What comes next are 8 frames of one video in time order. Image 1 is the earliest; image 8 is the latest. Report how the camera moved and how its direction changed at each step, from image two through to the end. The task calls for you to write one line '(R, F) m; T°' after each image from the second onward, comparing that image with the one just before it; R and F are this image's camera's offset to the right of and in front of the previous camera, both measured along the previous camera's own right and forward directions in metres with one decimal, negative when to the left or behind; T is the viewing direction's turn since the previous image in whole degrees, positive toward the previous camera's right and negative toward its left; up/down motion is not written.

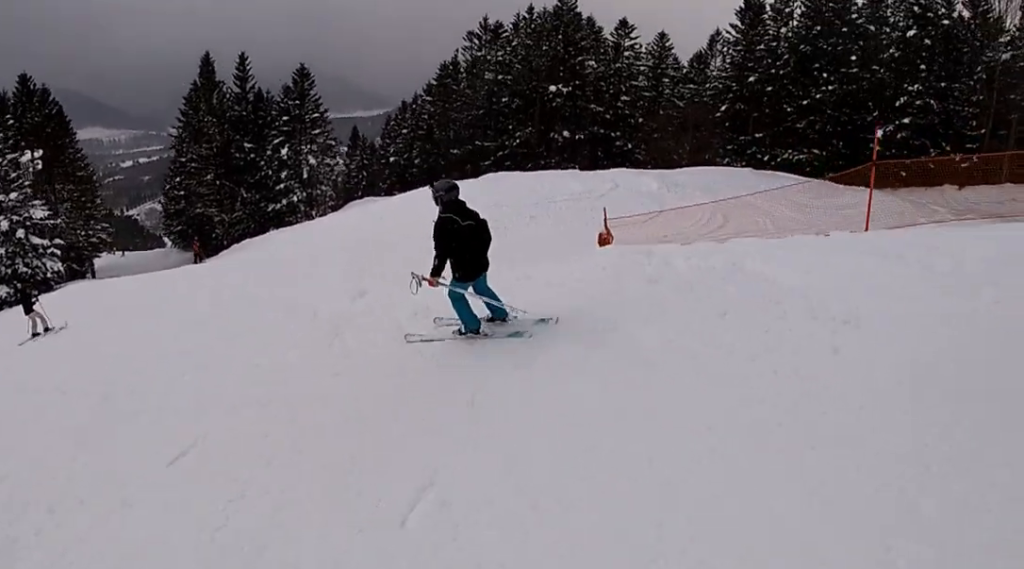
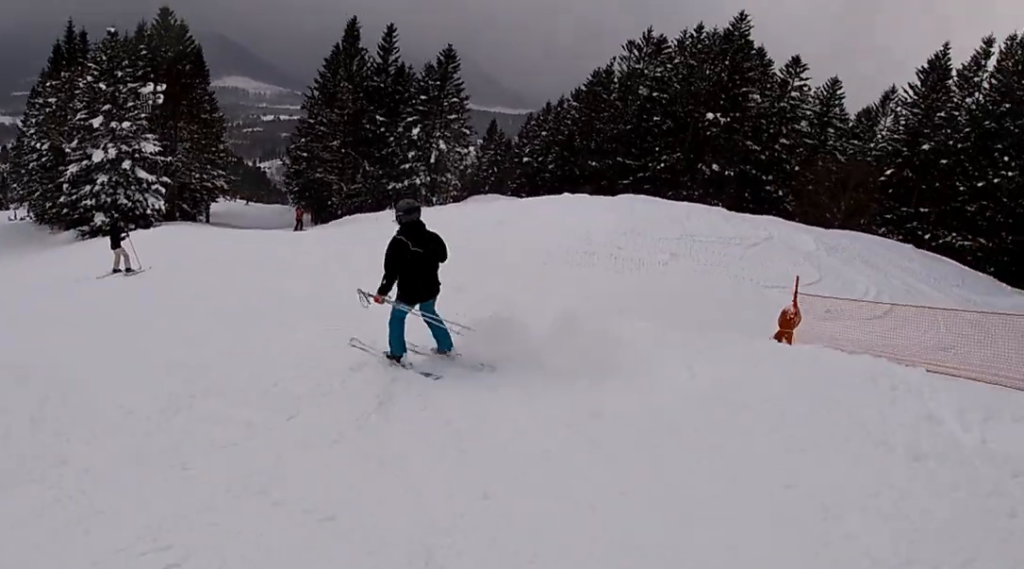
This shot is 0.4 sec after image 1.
(-0.4, +2.8) m; -6°
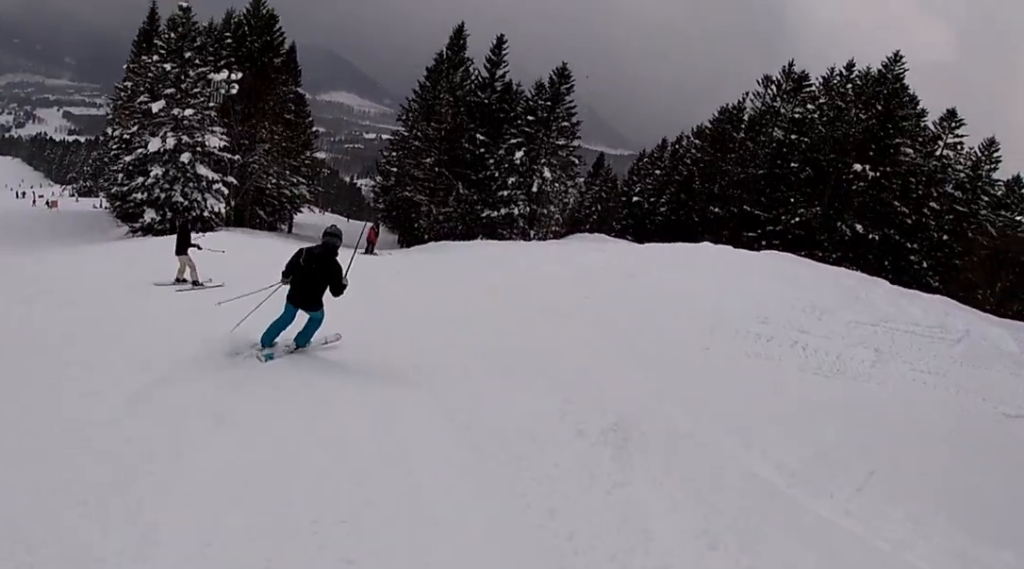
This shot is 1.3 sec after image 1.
(-0.7, +5.6) m; -7°
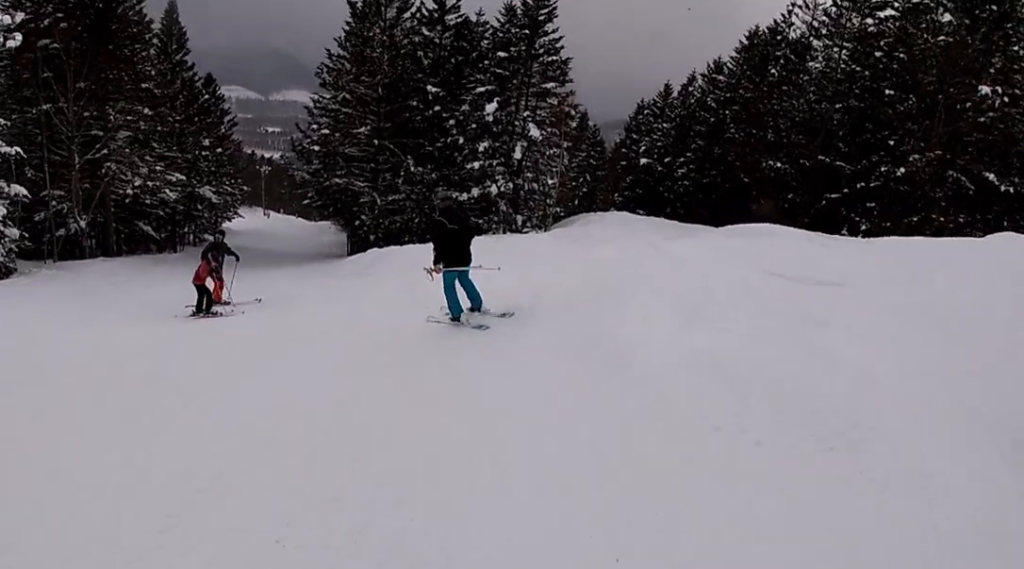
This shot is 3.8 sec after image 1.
(+1.8, +14.7) m; +5°
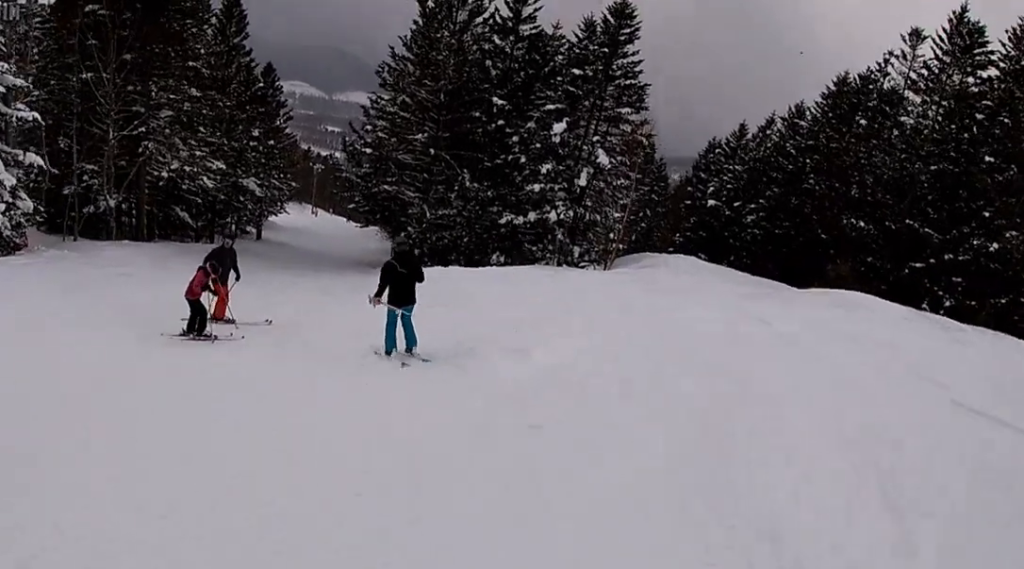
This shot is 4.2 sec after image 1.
(-0.1, +2.9) m; -7°
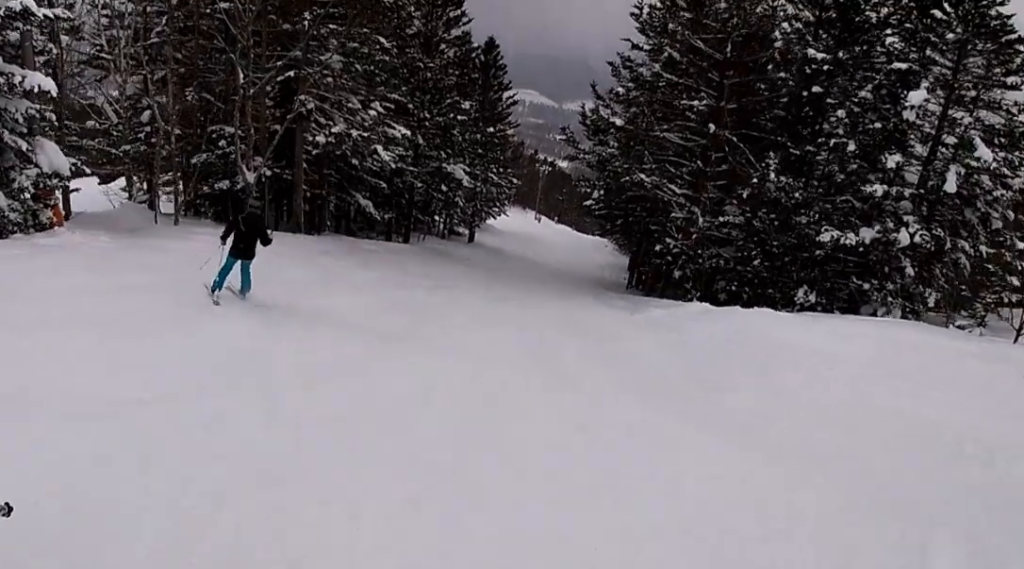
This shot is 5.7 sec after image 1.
(-2.4, +9.2) m; -25°
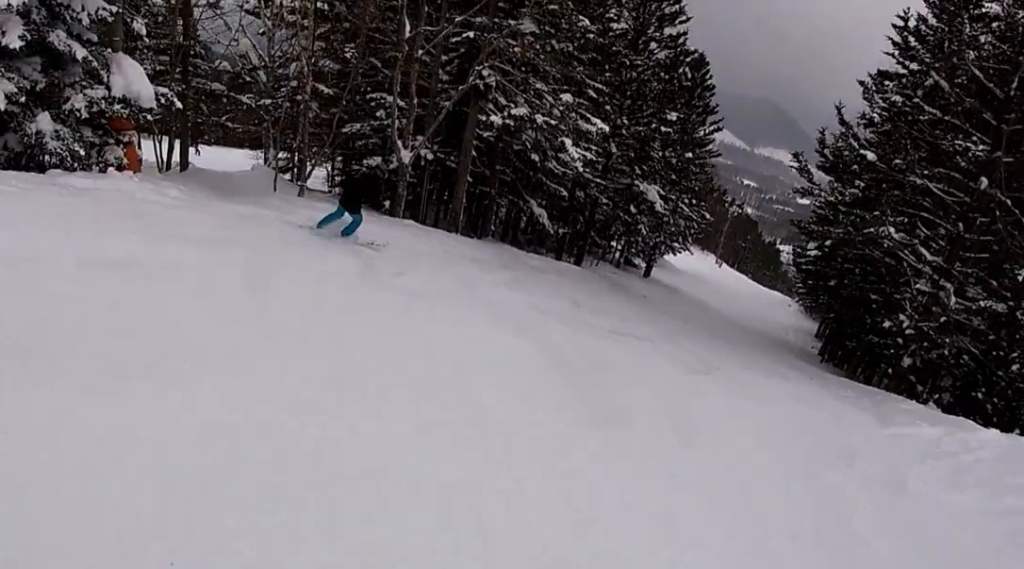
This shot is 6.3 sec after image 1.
(-0.3, +3.9) m; -1°
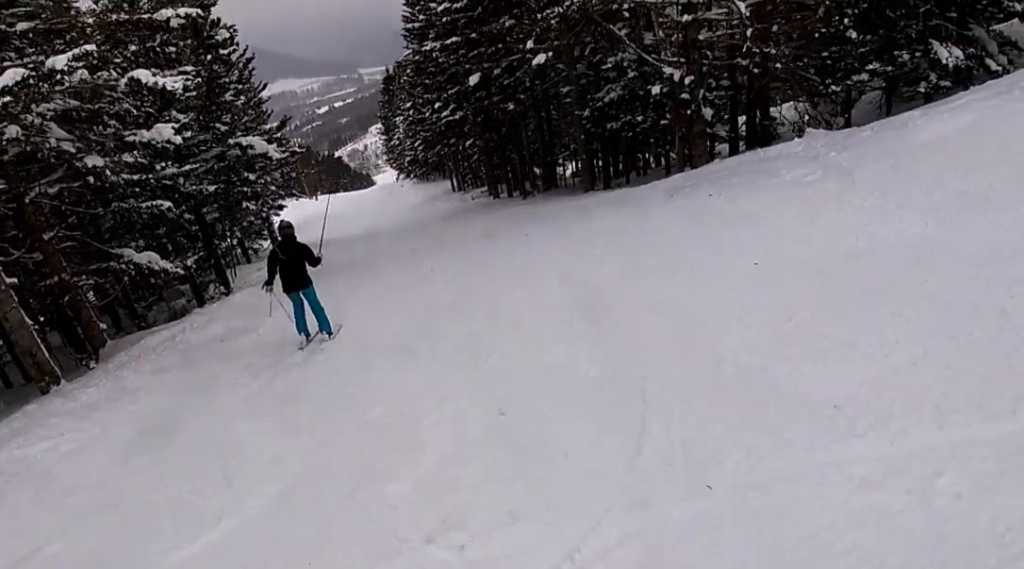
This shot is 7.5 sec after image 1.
(+1.1, +9.4) m; +15°
